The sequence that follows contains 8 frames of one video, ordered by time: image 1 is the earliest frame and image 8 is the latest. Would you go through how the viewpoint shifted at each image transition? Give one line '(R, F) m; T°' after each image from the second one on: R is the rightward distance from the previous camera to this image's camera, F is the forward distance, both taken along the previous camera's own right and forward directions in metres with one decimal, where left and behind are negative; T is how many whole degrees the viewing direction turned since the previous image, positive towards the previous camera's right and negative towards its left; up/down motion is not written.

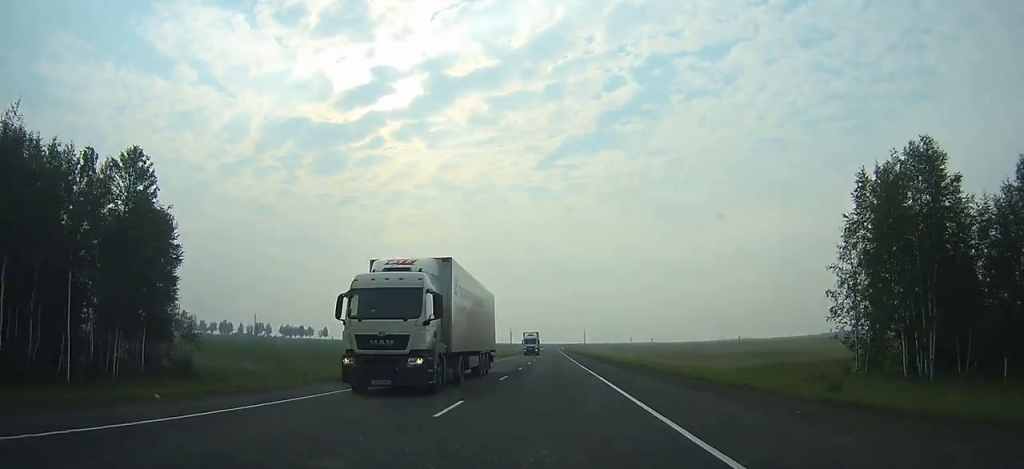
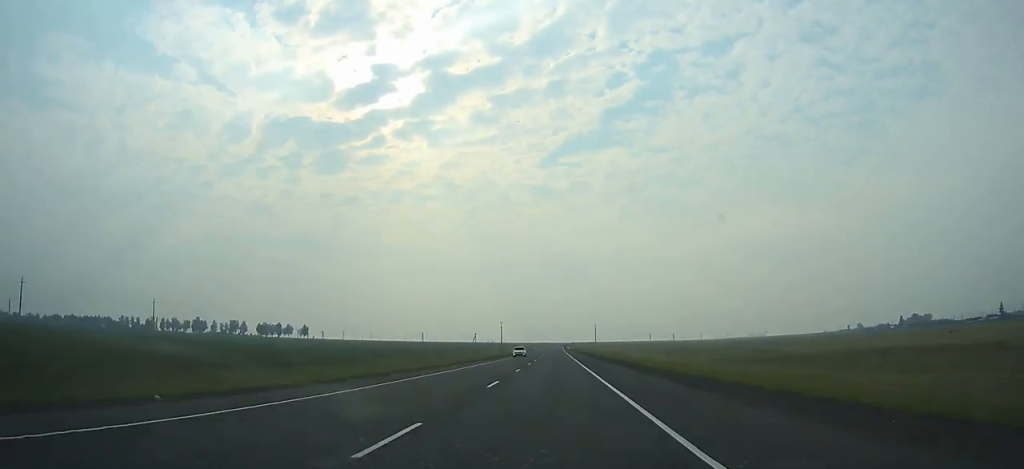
(0.0, +72.9) m; 0°
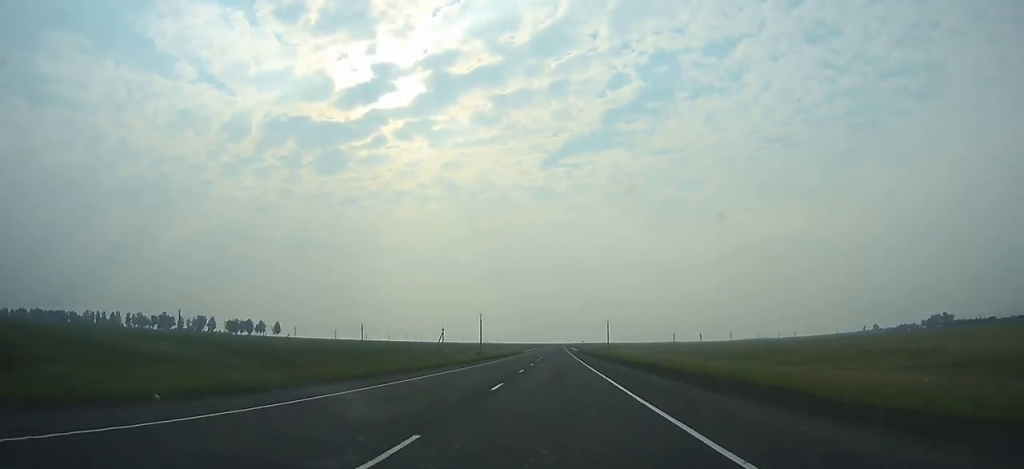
(-0.2, +68.0) m; 0°
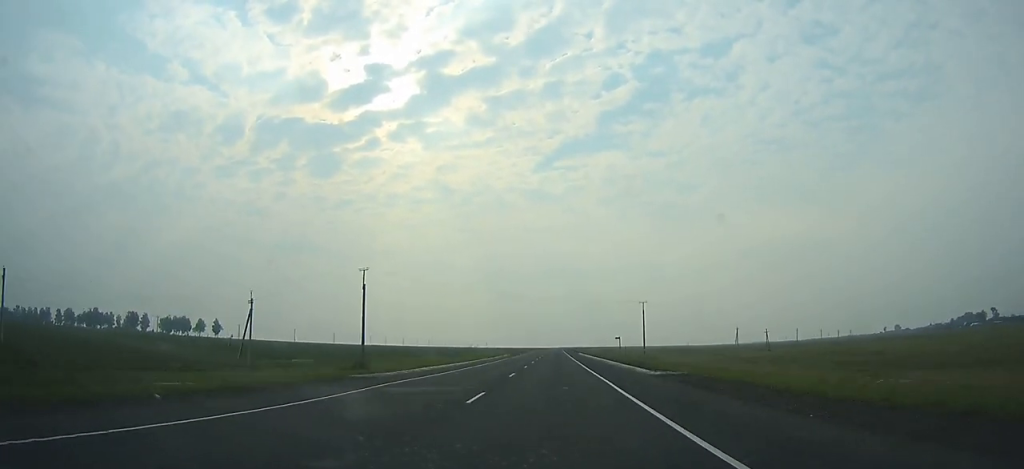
(-0.1, +105.7) m; 0°
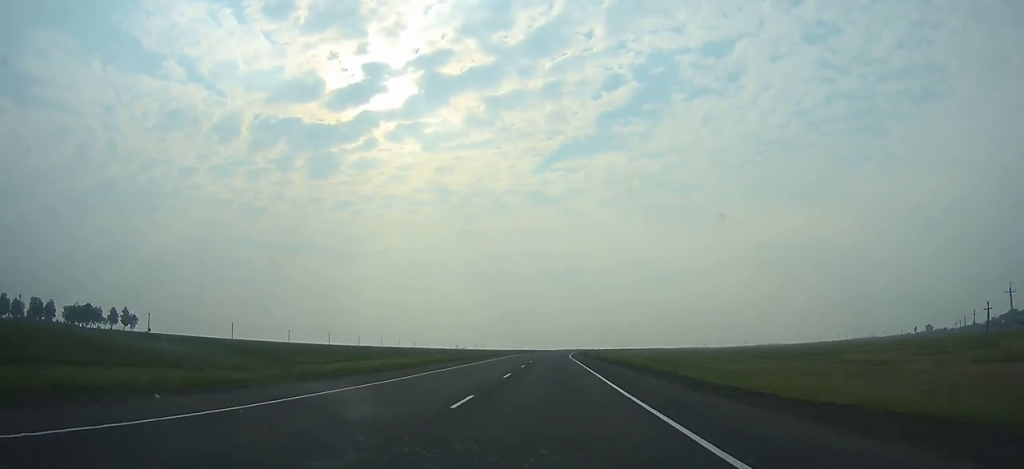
(+0.4, +120.5) m; +1°
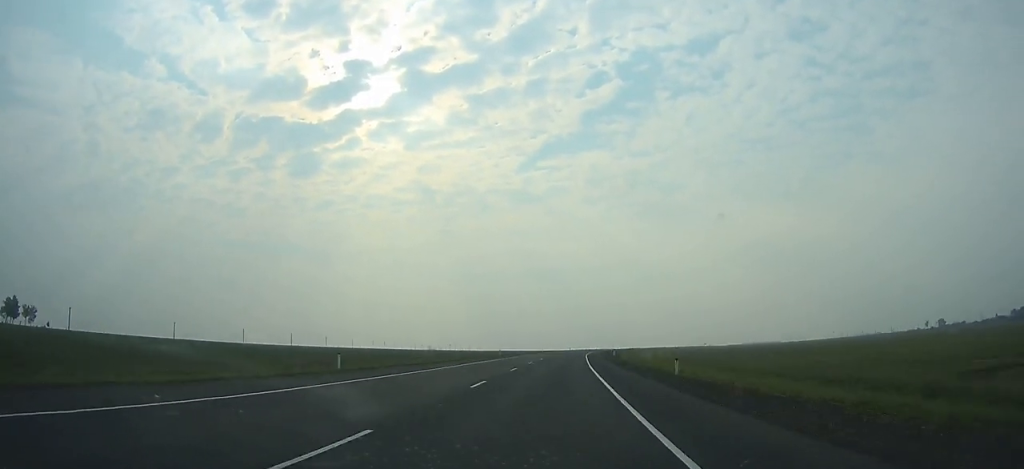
(+0.6, +89.2) m; +2°
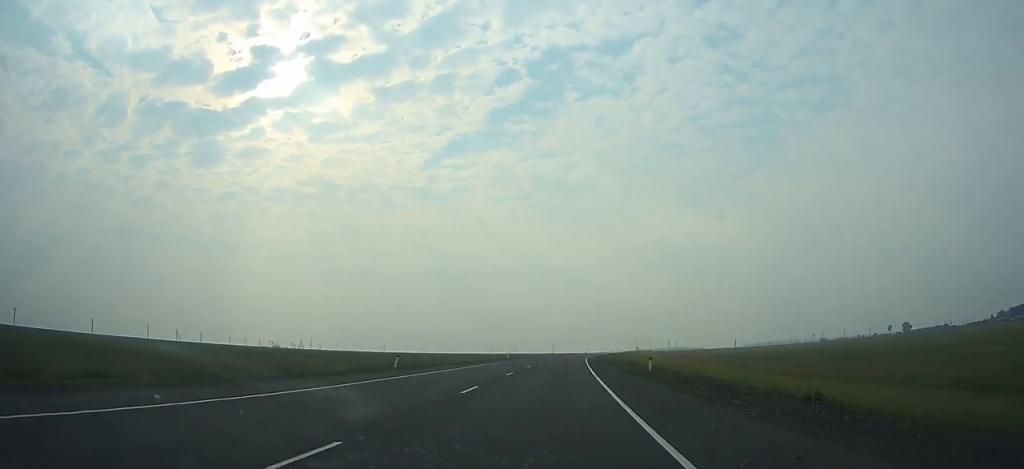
(+13.2, +182.5) m; +9°
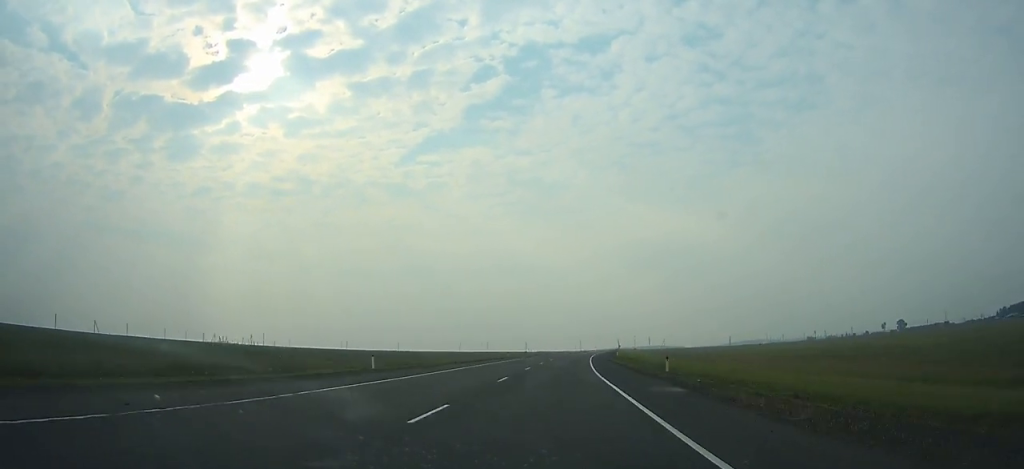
(+2.1, +52.9) m; +2°
